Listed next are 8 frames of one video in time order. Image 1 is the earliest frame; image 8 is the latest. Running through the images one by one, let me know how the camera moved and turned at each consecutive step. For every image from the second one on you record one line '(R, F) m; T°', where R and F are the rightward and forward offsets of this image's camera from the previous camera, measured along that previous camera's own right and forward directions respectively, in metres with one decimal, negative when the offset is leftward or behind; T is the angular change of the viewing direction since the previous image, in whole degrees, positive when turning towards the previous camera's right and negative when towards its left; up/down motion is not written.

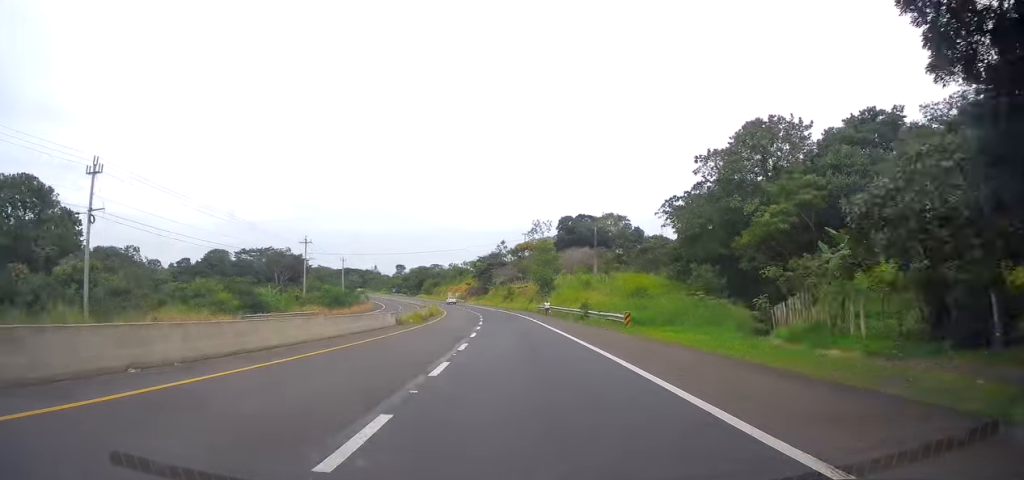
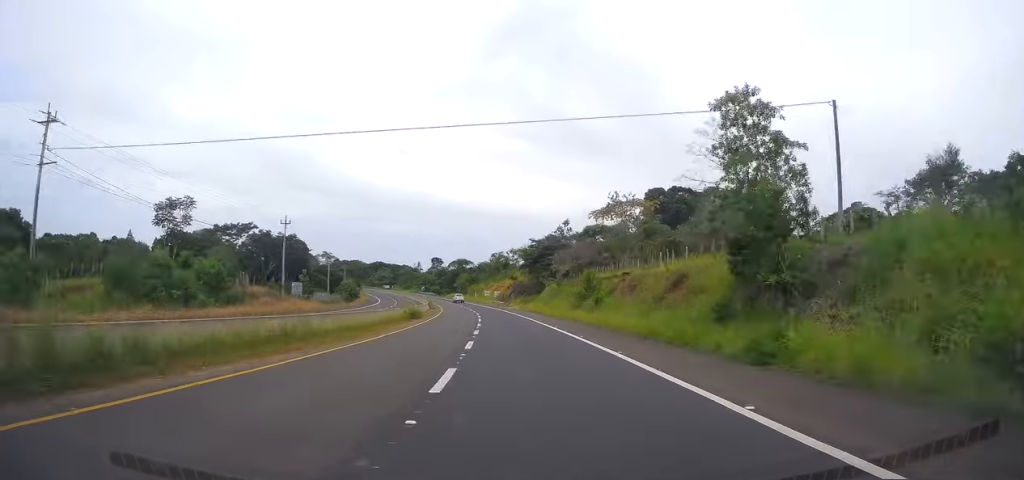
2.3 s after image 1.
(-2.1, +61.6) m; -4°
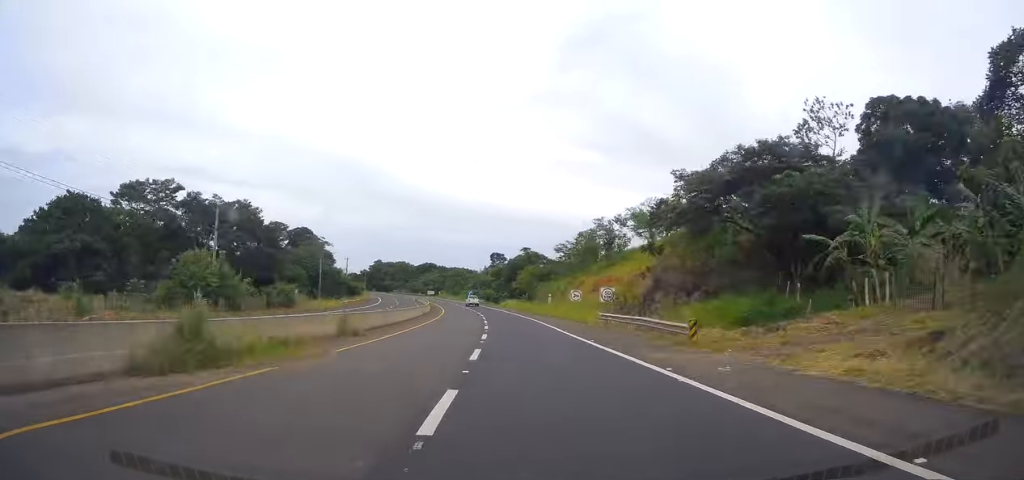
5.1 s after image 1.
(-5.5, +77.0) m; -8°
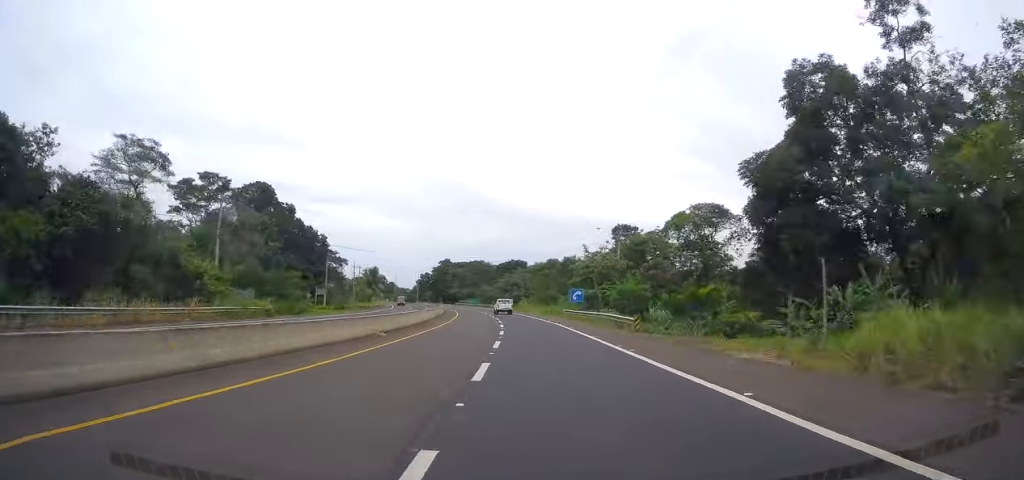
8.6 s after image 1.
(-7.6, +93.3) m; -10°
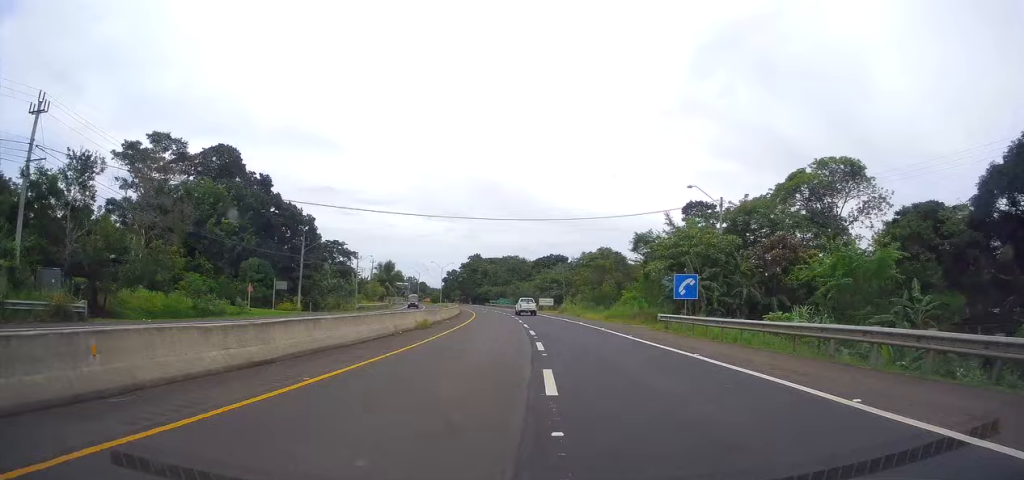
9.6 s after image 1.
(-1.0, +26.1) m; -3°
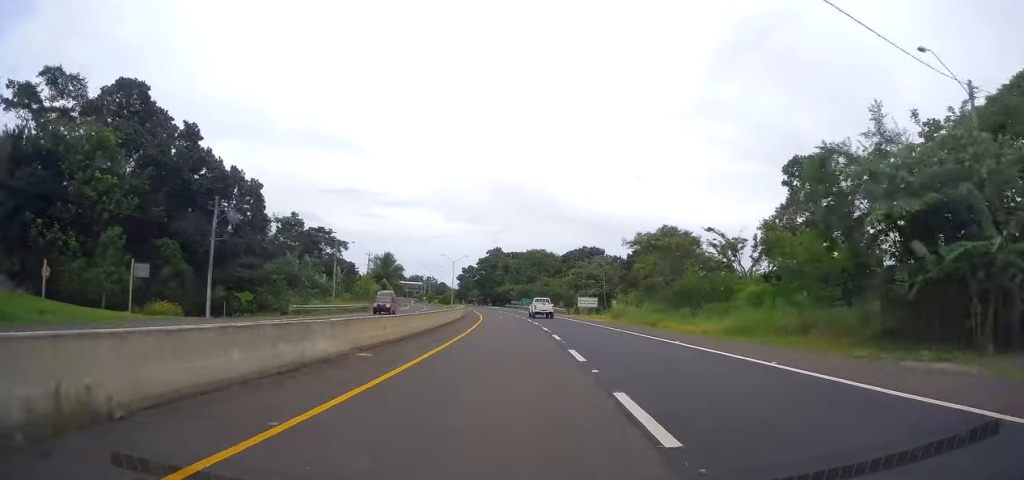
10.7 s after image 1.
(-0.7, +27.9) m; -3°
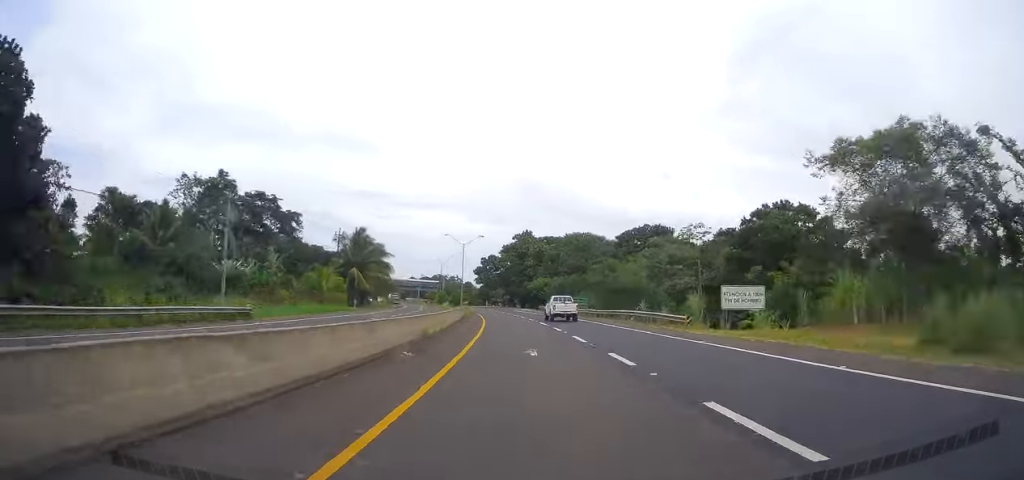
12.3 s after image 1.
(-1.7, +41.9) m; -3°
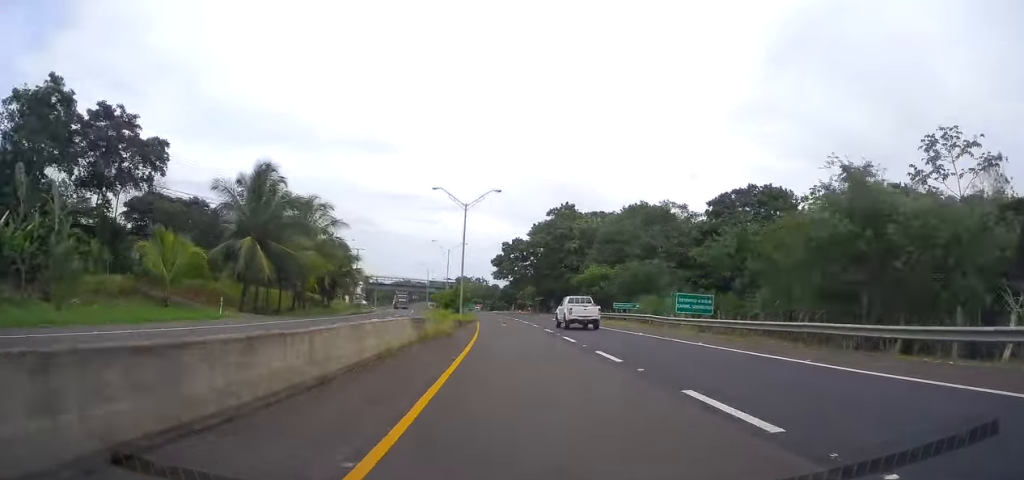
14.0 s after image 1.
(-0.7, +40.1) m; -3°
